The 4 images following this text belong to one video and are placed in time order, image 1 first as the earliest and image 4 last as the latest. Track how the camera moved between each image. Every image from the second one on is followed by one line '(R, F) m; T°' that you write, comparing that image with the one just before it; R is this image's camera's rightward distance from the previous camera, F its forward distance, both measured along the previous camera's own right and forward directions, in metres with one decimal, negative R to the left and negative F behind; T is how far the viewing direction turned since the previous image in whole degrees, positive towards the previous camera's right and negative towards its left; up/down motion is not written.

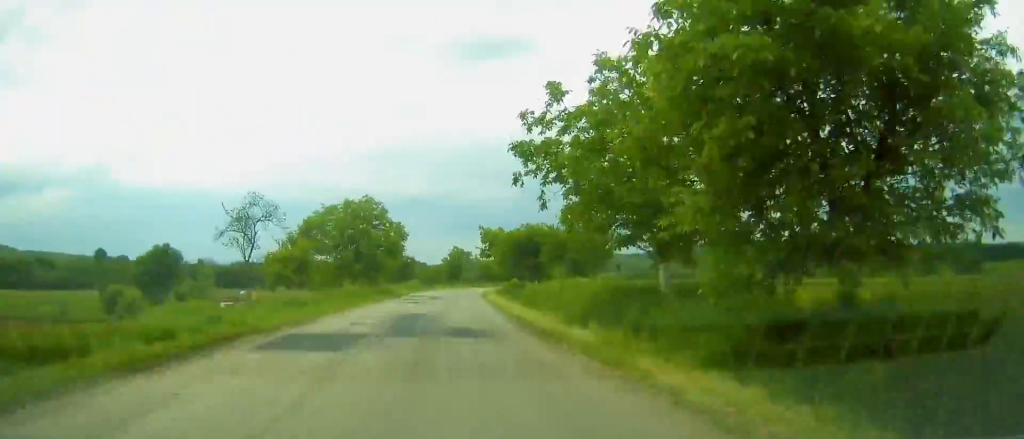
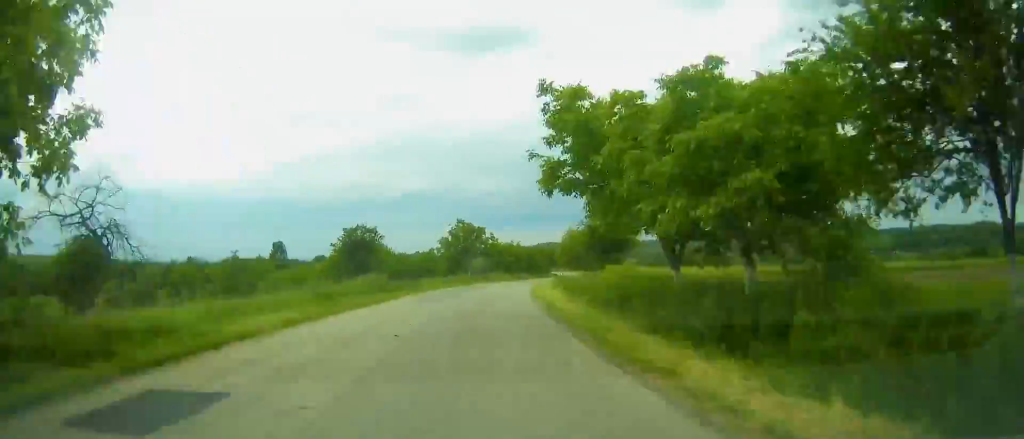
(+0.7, +43.1) m; +3°
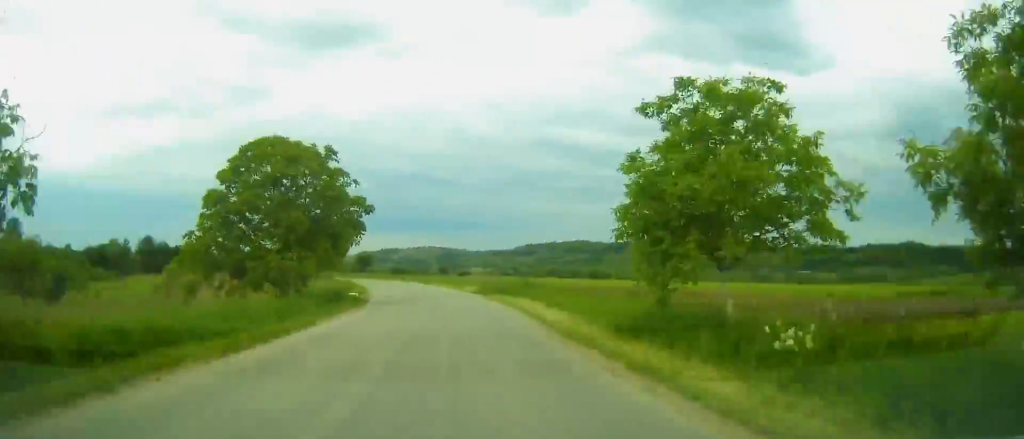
(+11.6, +142.8) m; +2°
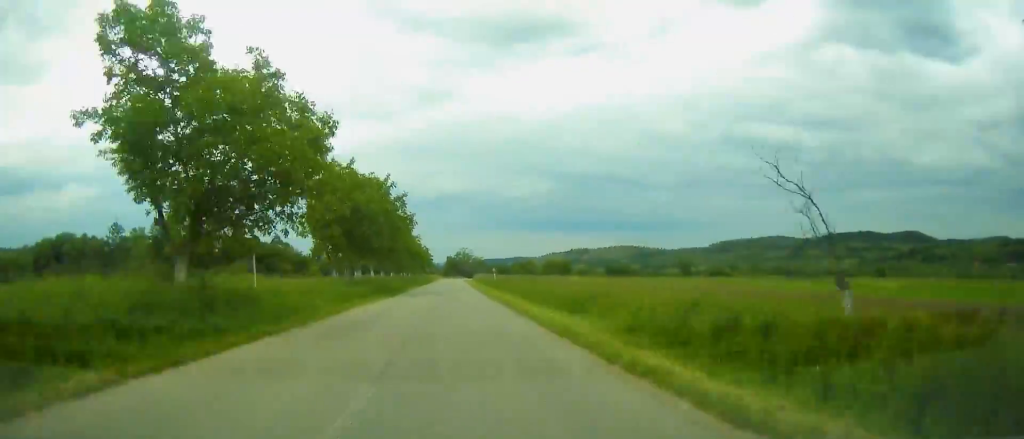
(-15.7, +134.0) m; -10°
